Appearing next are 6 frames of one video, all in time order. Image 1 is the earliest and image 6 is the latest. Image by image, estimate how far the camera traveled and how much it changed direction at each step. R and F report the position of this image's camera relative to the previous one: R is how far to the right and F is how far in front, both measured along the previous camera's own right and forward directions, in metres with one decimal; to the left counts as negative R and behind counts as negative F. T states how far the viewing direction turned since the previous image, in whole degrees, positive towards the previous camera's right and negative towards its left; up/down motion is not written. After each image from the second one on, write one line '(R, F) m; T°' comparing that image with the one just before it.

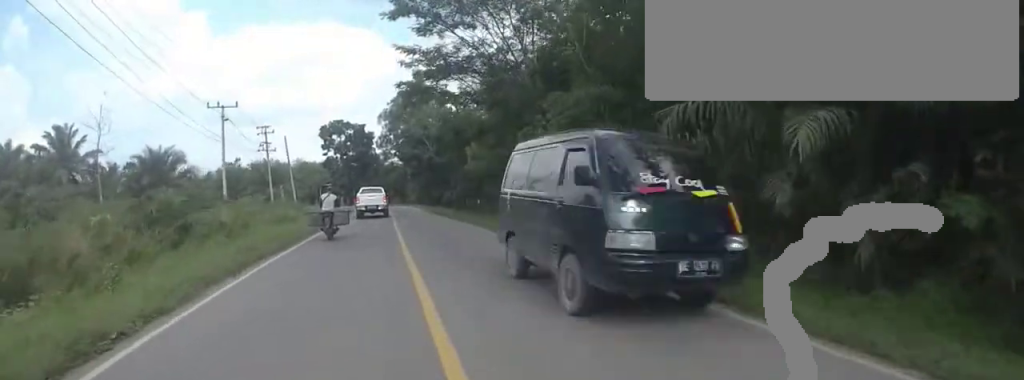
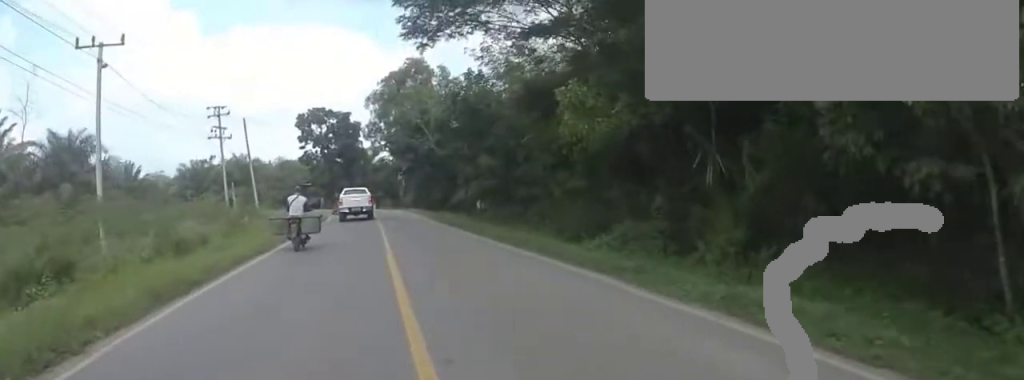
(-1.1, +12.5) m; -6°
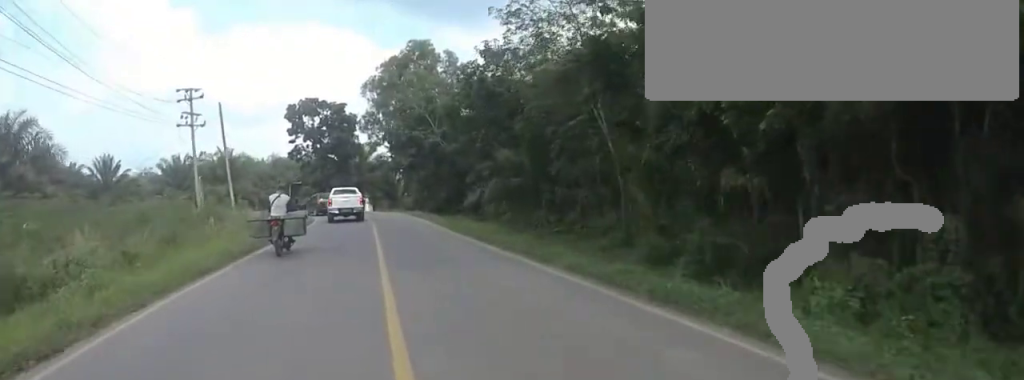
(0.0, +6.1) m; 0°
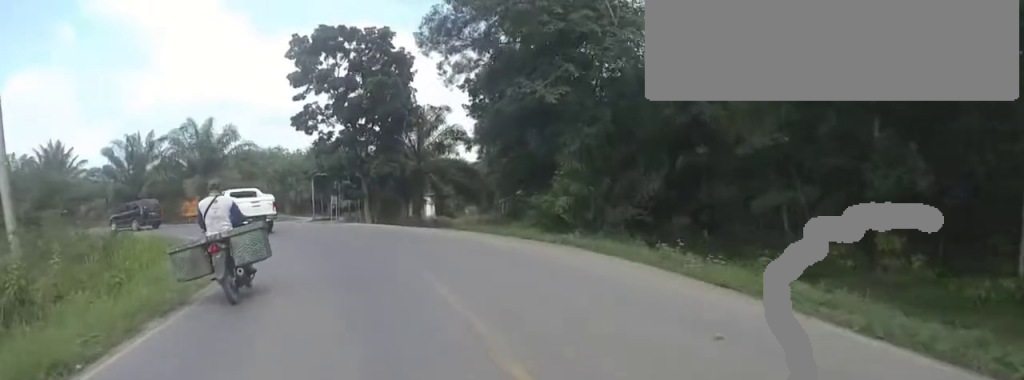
(-2.2, +27.0) m; -13°
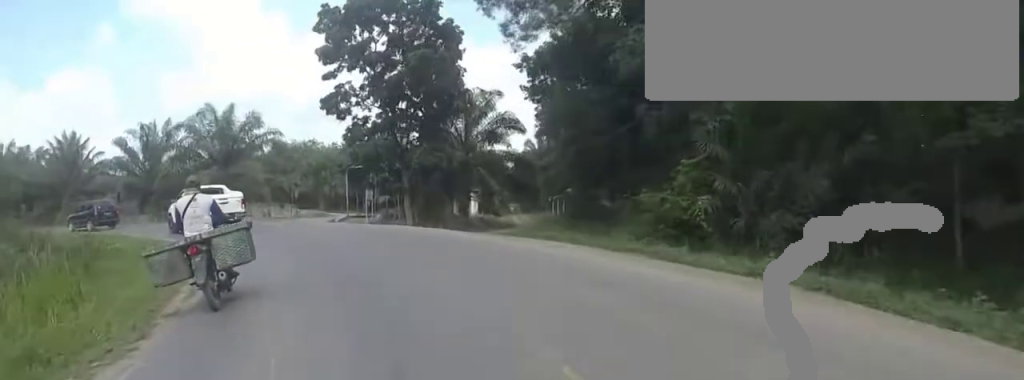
(-0.2, +5.5) m; -3°
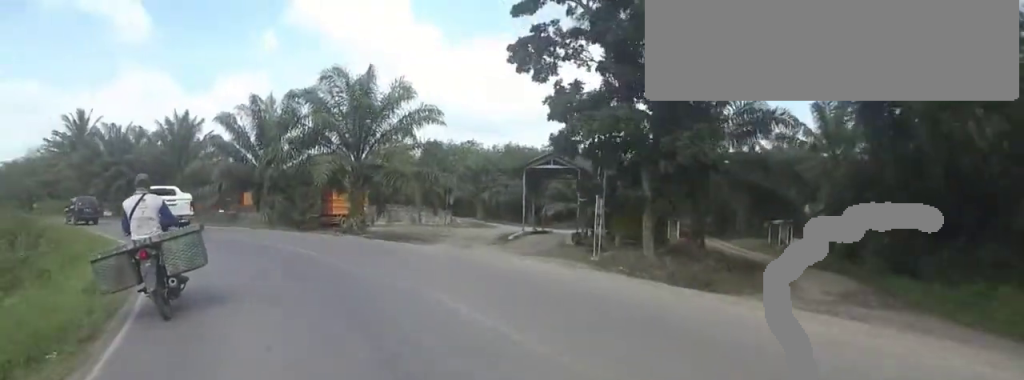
(-1.6, +13.0) m; -21°
